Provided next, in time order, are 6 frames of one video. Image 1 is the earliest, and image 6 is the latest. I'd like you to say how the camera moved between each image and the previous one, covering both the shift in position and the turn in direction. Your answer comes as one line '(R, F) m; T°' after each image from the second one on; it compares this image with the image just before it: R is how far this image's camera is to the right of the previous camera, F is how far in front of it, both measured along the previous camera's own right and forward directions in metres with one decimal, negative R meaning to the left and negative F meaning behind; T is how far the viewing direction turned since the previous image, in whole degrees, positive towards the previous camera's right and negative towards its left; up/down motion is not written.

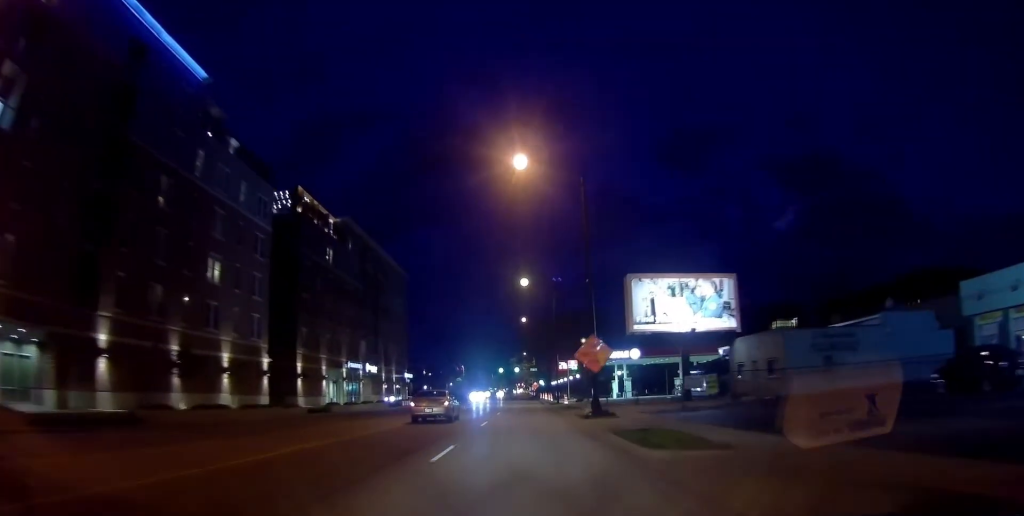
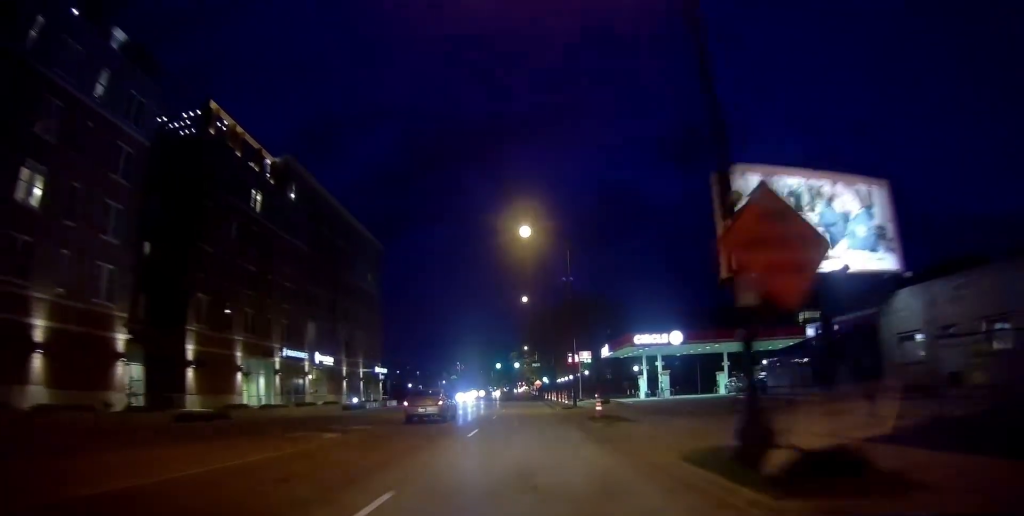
(0.0, +18.3) m; +1°
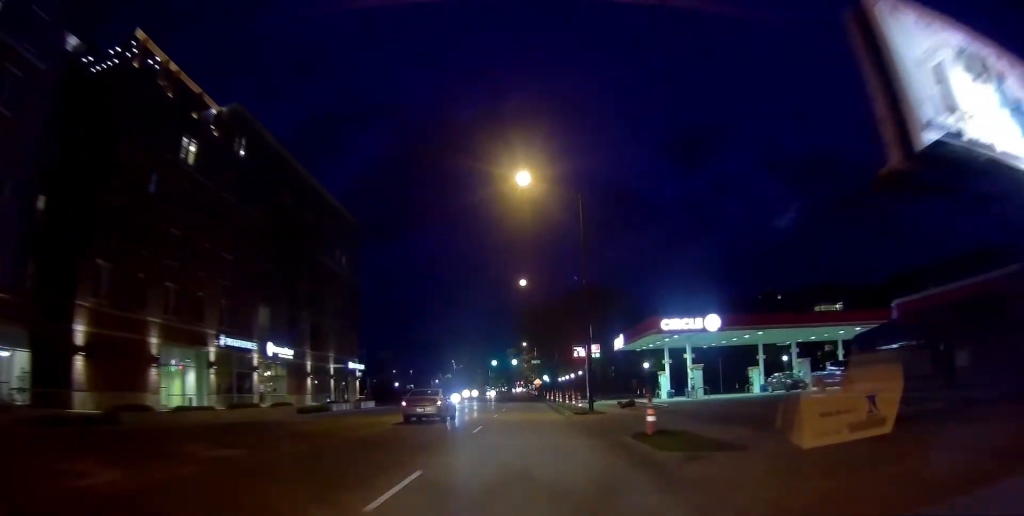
(+0.1, +11.1) m; +1°
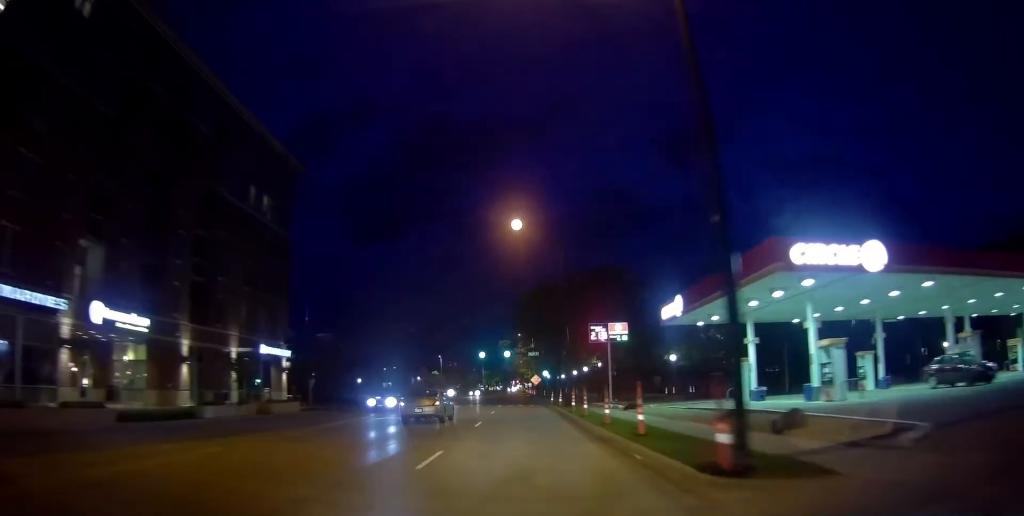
(+0.1, +21.2) m; 0°
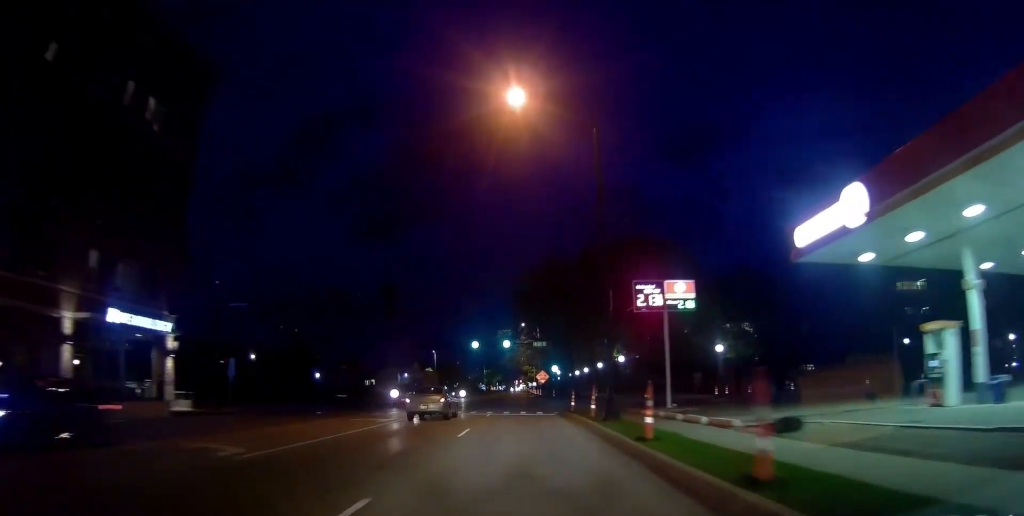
(-0.3, +18.2) m; -1°
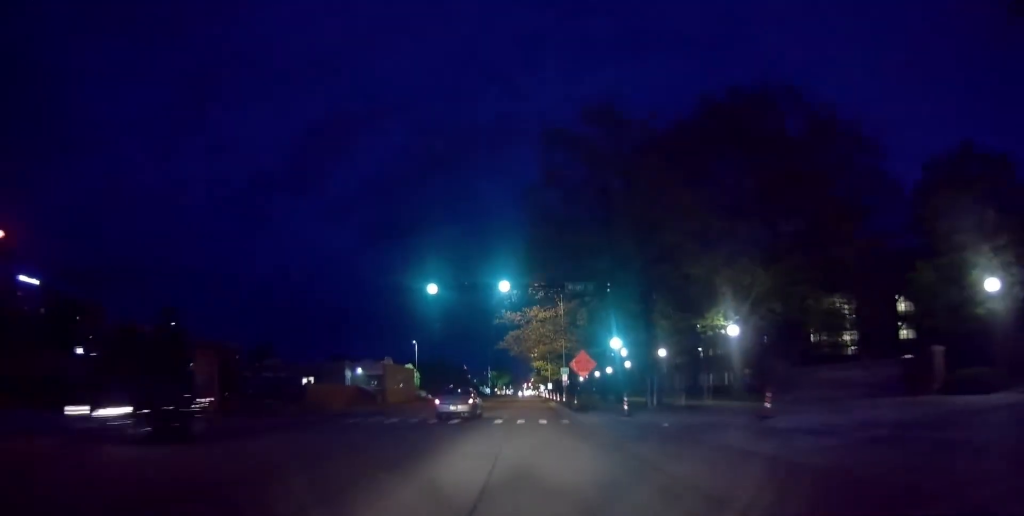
(0.0, +40.0) m; +2°
